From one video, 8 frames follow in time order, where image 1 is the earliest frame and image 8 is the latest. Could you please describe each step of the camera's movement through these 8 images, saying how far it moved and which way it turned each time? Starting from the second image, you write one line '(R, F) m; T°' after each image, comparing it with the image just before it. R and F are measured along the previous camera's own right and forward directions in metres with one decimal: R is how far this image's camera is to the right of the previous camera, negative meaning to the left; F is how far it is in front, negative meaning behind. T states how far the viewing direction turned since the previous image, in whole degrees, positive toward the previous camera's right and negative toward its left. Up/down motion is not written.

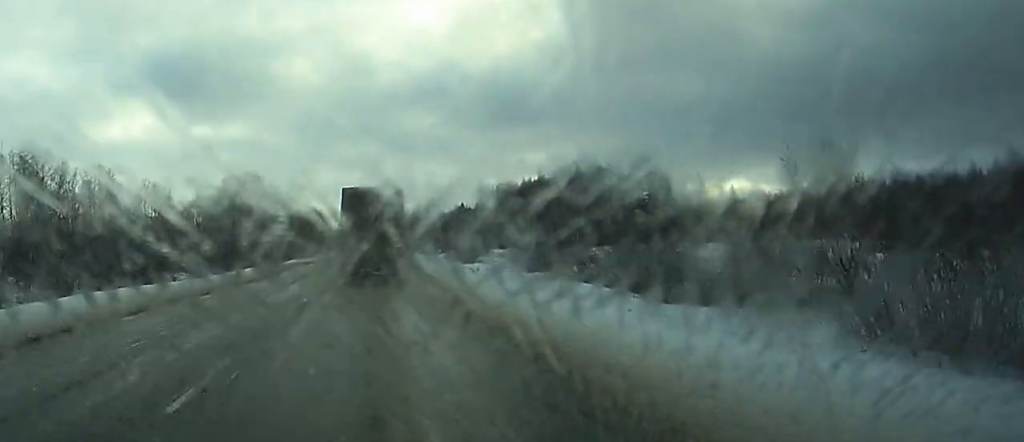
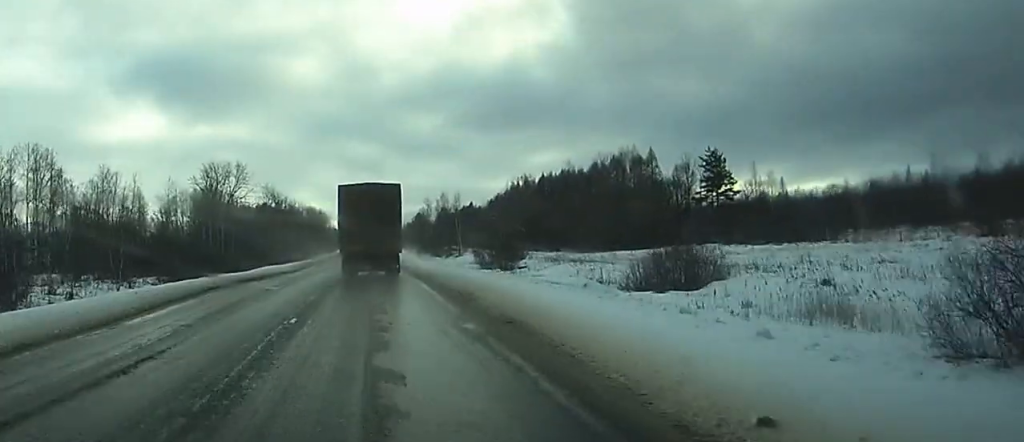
(-0.1, +30.0) m; 0°
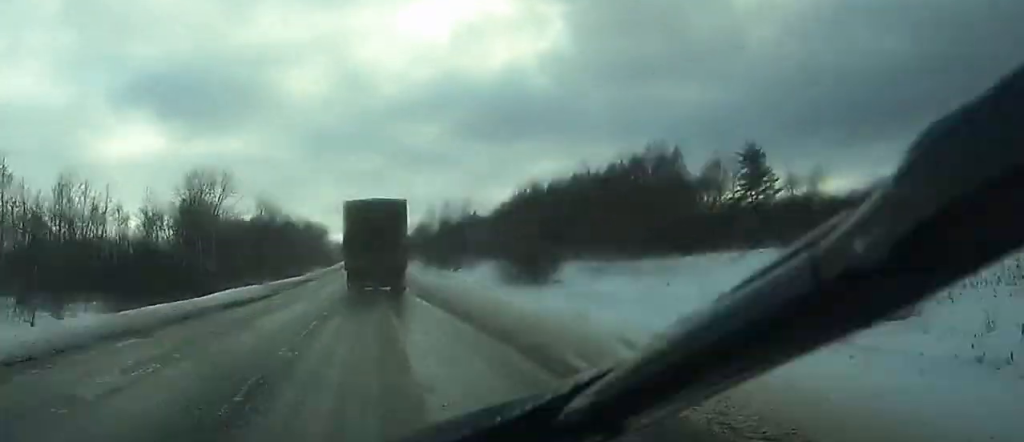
(0.0, +16.7) m; 0°
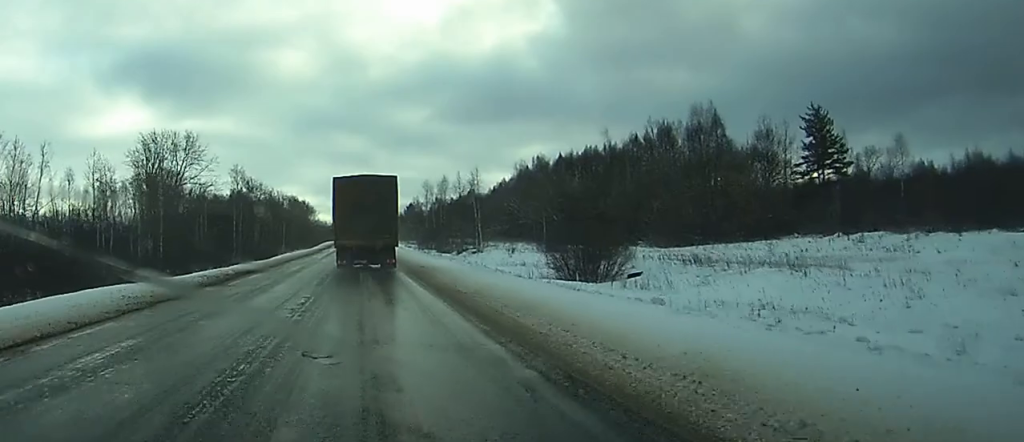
(+0.1, +24.6) m; 0°
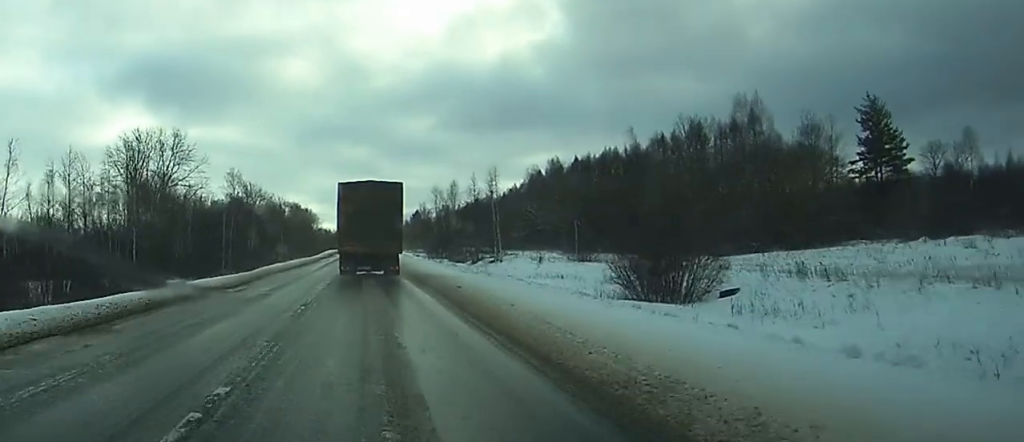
(0.0, +13.1) m; 0°
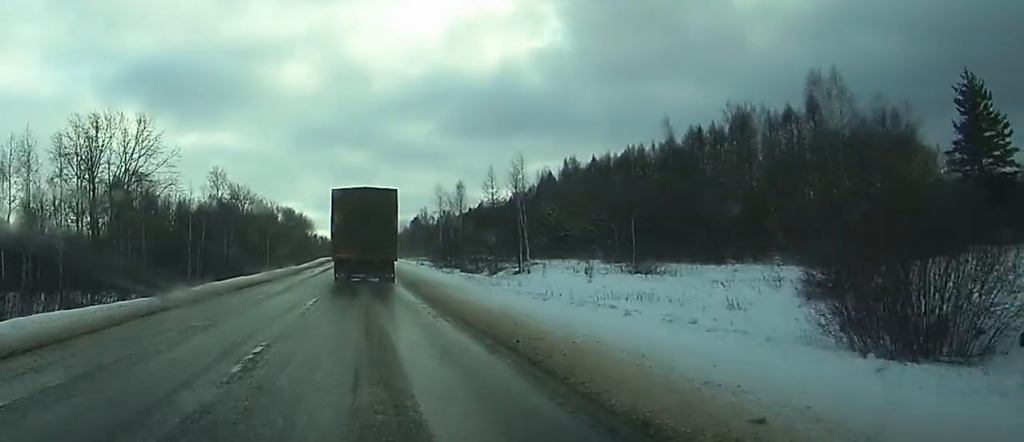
(0.0, +19.7) m; 0°
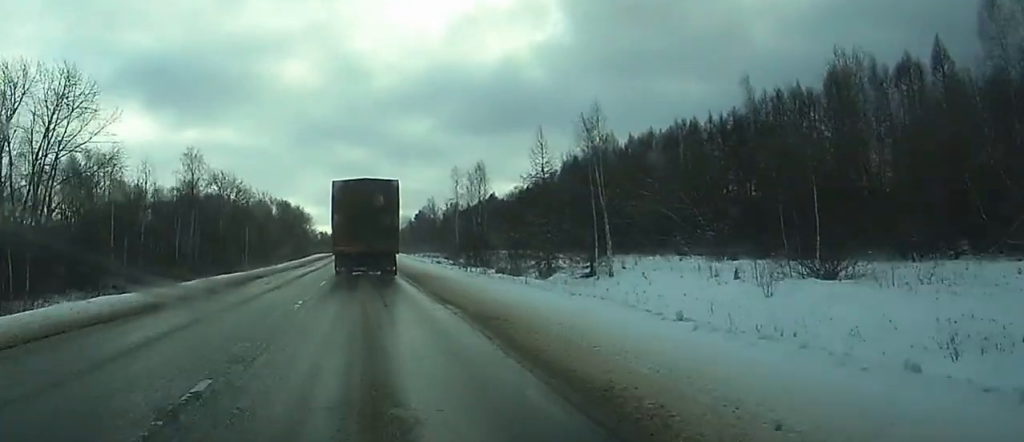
(-0.1, +28.7) m; 0°
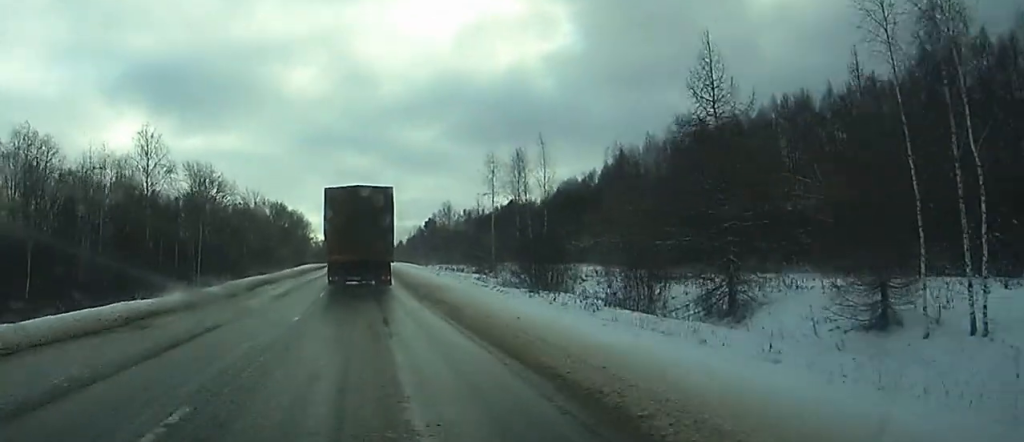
(+0.3, +37.2) m; +1°
